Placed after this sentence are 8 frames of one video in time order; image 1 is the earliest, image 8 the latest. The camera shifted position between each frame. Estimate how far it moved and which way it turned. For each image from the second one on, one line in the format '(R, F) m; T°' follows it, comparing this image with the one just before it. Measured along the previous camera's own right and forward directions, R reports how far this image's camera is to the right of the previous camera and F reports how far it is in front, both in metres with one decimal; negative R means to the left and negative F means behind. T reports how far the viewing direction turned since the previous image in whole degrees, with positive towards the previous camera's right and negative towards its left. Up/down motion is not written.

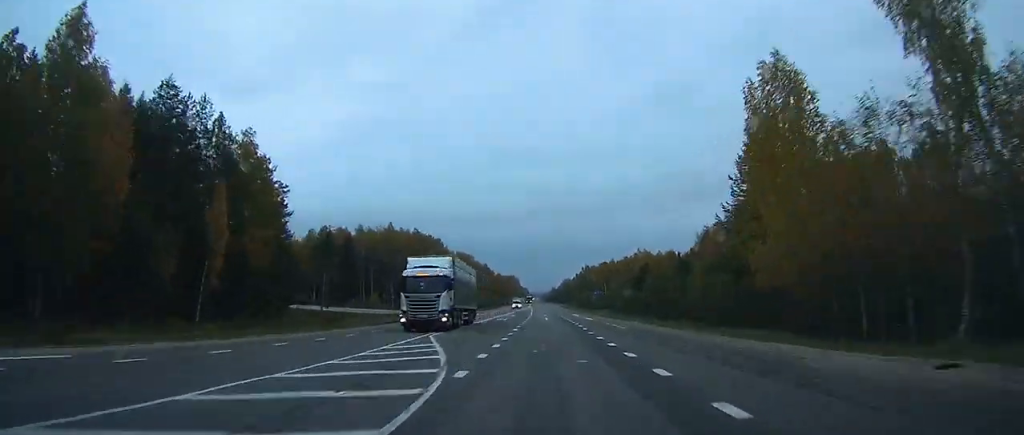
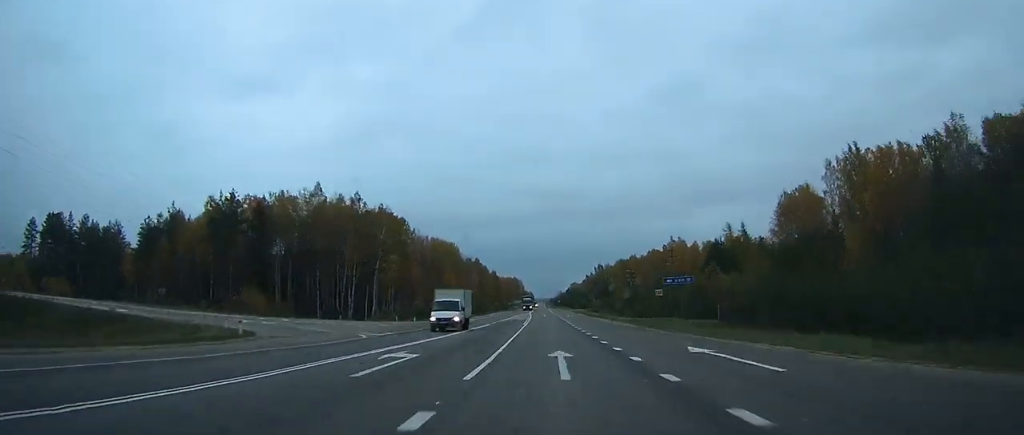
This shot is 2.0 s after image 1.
(-0.1, +62.6) m; 0°
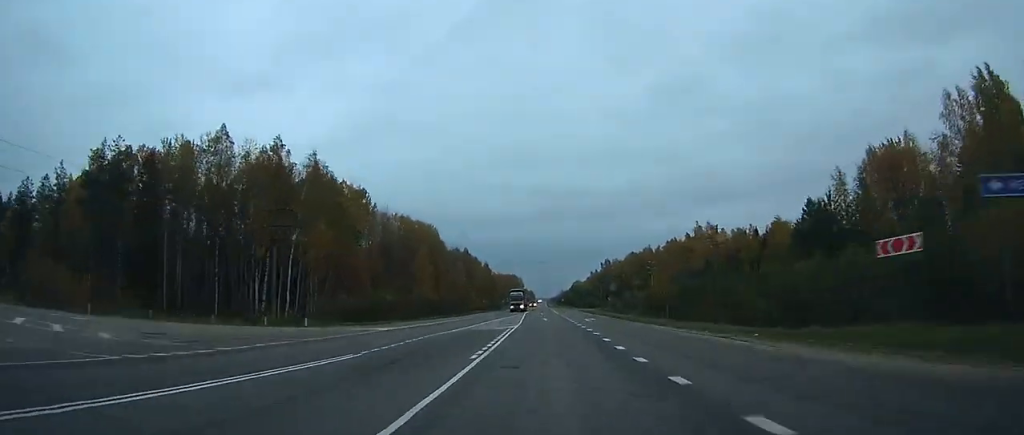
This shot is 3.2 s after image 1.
(-0.2, +38.0) m; 0°
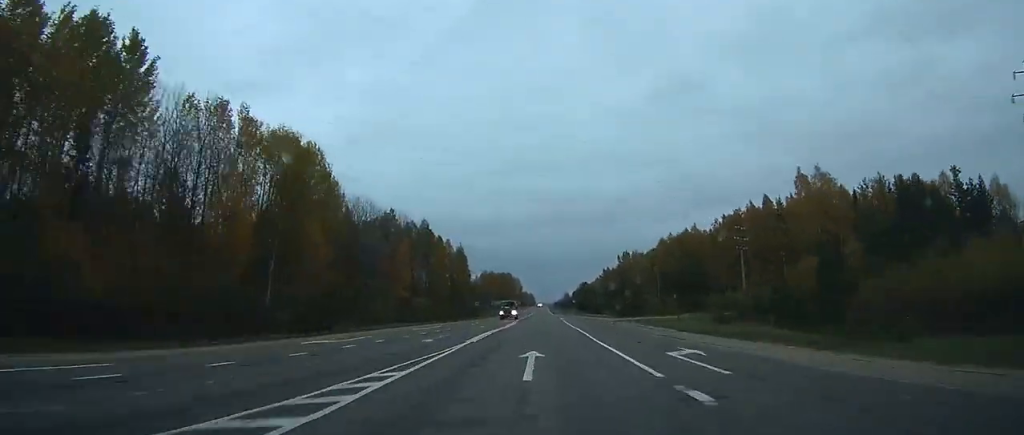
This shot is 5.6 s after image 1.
(-0.2, +75.1) m; 0°
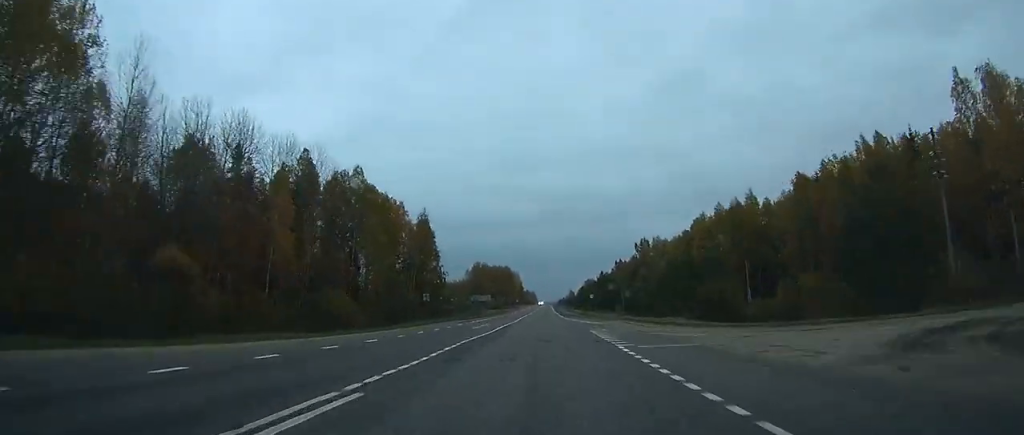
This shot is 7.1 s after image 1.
(-0.1, +46.8) m; 0°
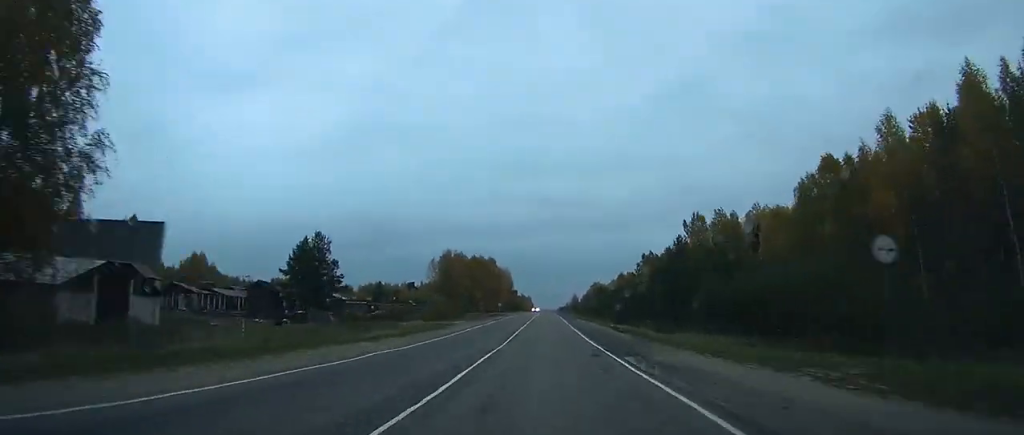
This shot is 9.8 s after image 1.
(-0.2, +80.7) m; 0°
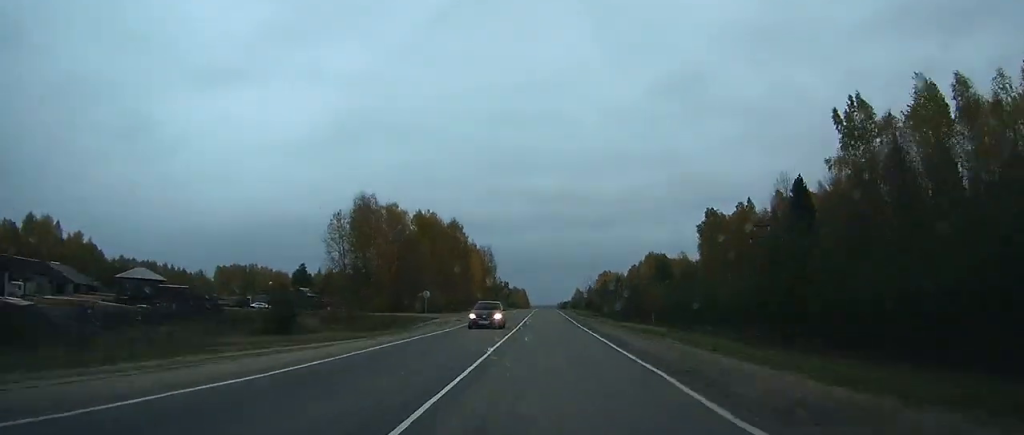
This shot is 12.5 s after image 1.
(+0.2, +89.1) m; 0°
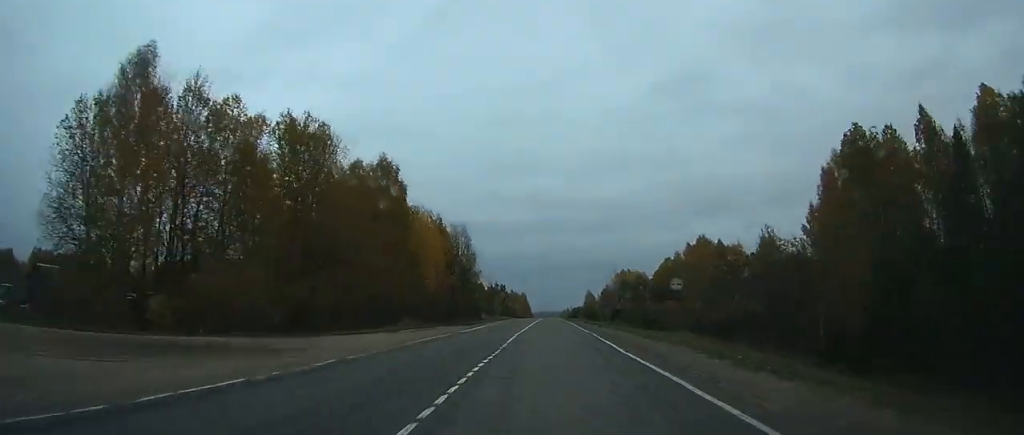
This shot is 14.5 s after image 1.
(+0.1, +64.9) m; 0°
